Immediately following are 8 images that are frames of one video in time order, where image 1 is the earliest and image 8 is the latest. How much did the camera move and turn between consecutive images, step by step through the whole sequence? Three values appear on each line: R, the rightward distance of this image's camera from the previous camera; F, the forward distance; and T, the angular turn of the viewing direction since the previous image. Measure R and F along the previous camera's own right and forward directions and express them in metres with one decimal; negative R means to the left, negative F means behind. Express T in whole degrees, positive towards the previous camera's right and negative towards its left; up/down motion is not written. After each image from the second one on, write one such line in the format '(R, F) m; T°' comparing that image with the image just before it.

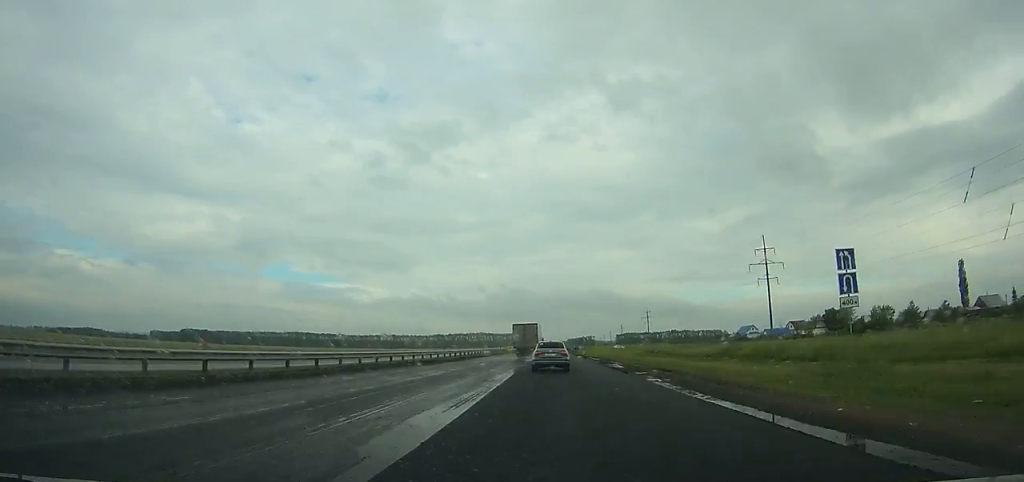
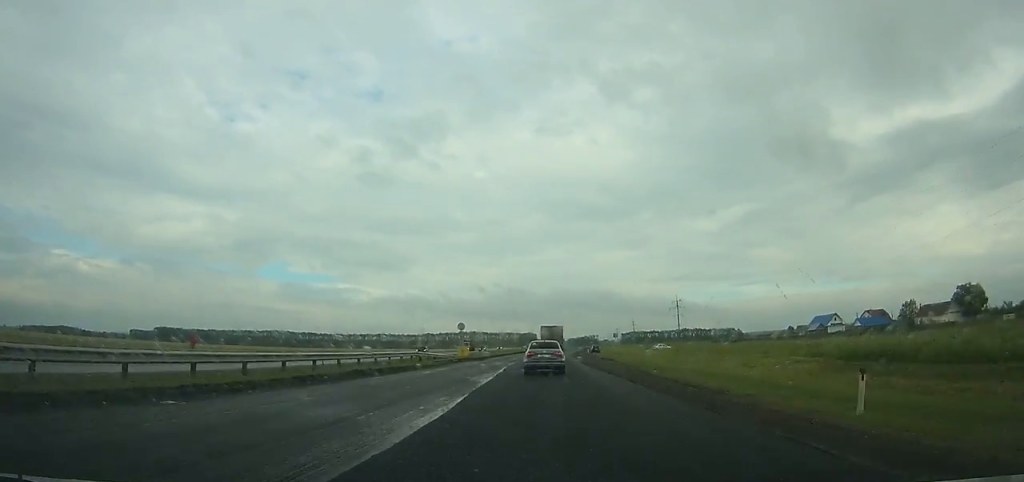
(-0.4, +77.7) m; 0°
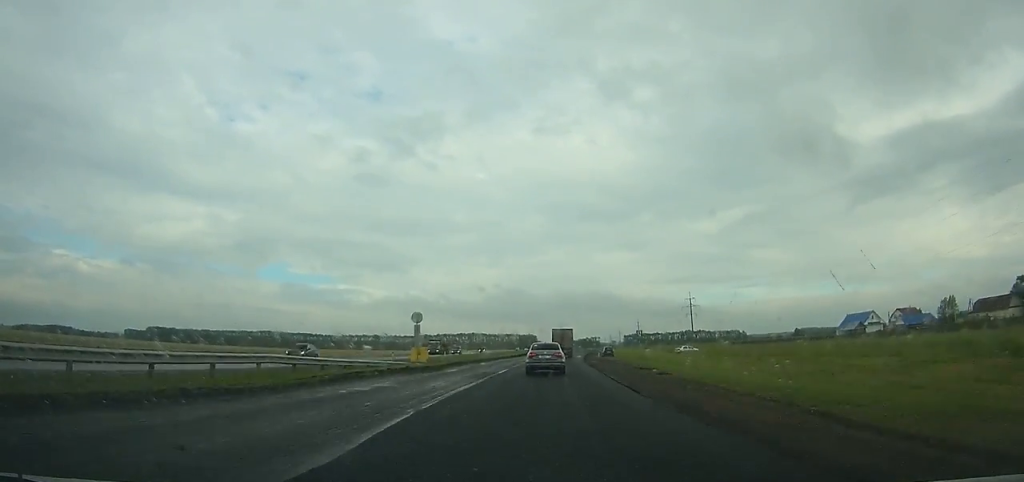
(0.0, +23.9) m; 0°
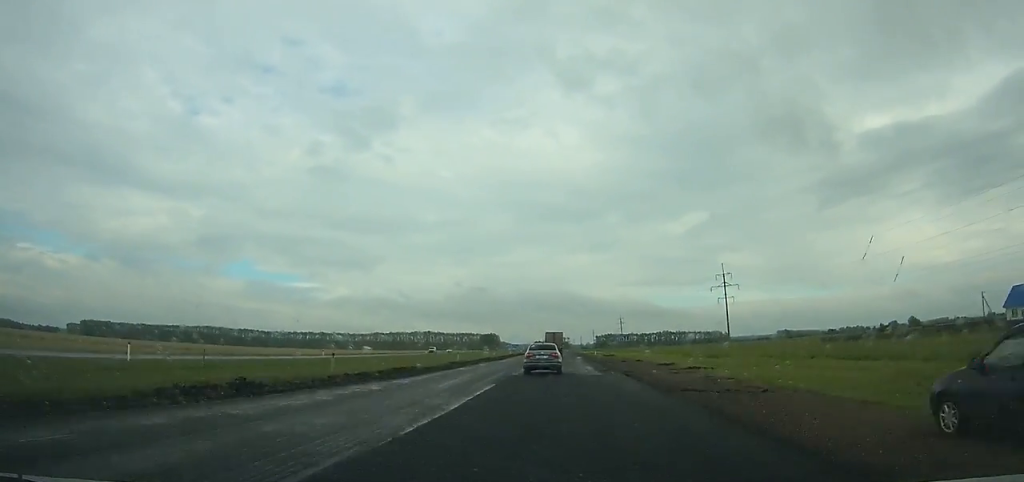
(+1.3, +80.8) m; +2°
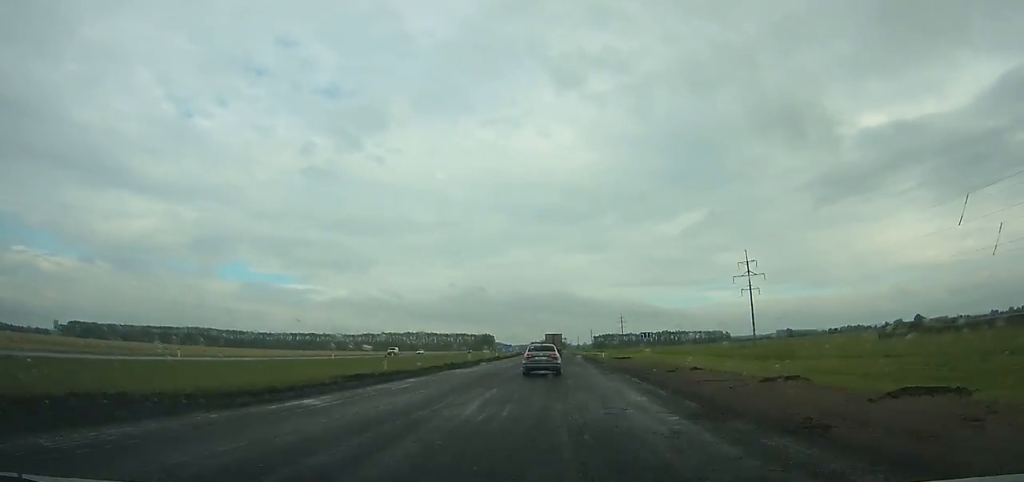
(+0.2, +22.2) m; +1°
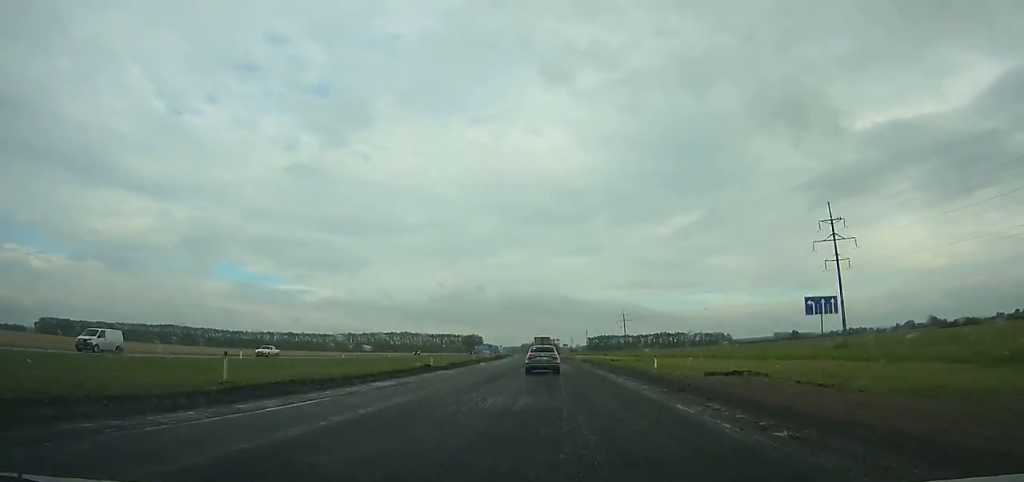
(+0.5, +44.8) m; +1°
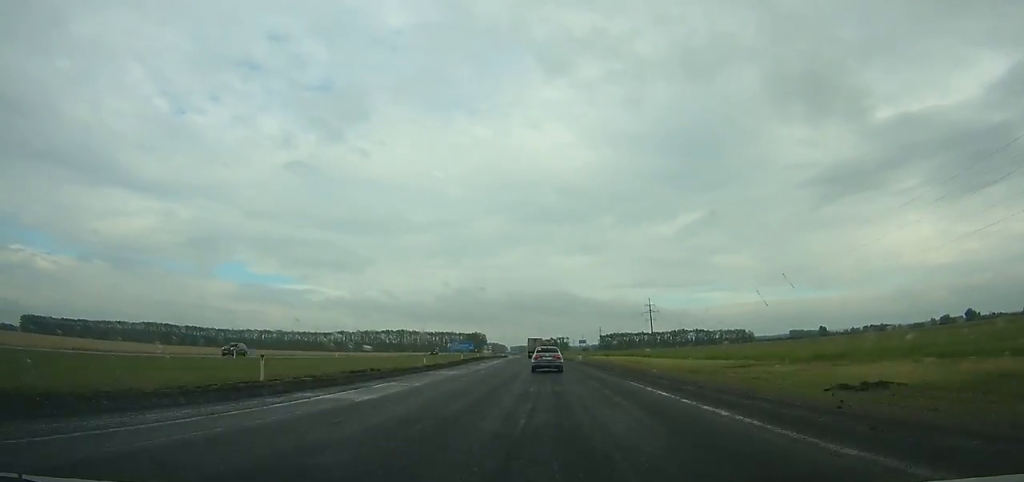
(+0.3, +55.5) m; 0°
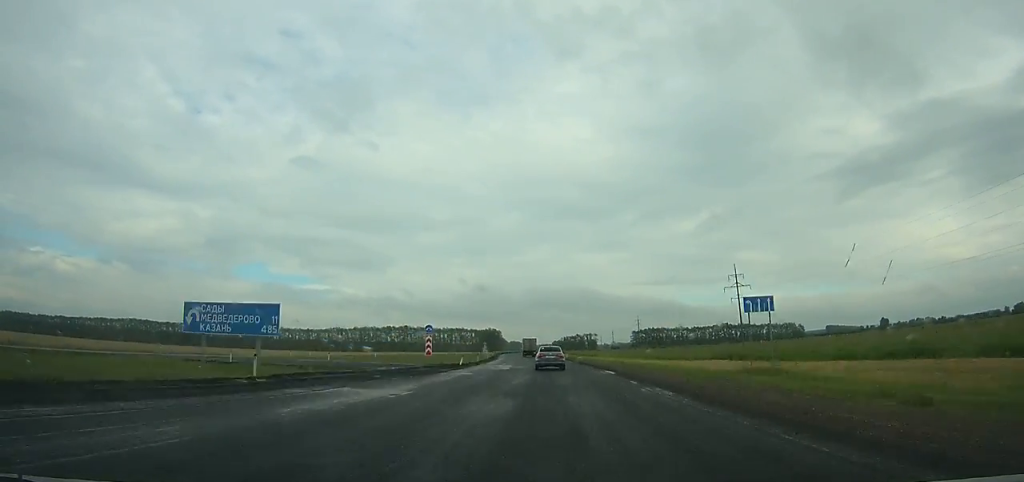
(-1.4, +85.7) m; -2°
